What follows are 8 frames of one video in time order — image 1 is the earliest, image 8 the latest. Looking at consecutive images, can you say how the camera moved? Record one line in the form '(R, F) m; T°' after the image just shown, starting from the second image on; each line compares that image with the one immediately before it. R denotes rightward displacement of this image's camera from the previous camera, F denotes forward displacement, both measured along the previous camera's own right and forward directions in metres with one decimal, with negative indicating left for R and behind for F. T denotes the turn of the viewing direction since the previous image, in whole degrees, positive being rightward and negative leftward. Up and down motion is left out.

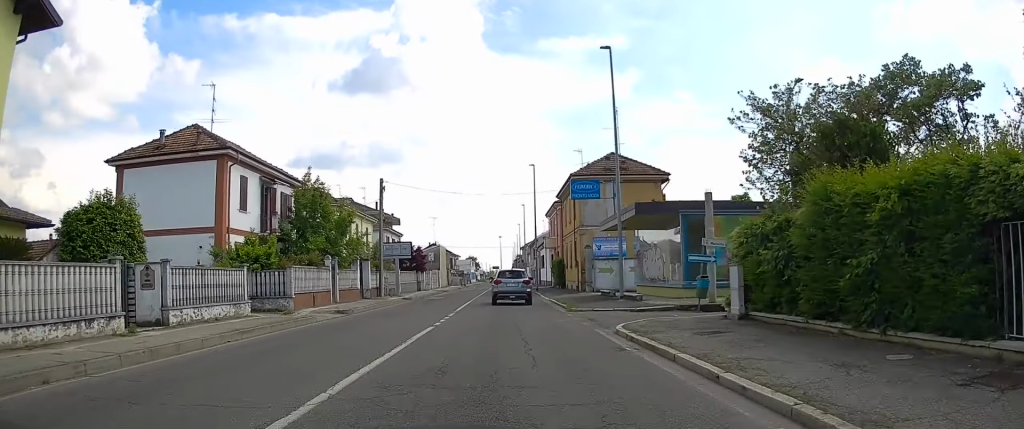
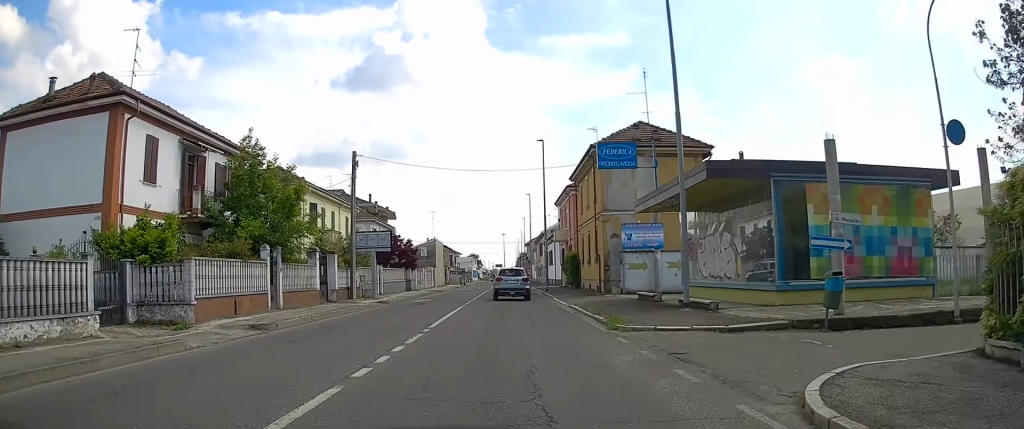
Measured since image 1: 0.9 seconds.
(-0.1, +9.0) m; -1°
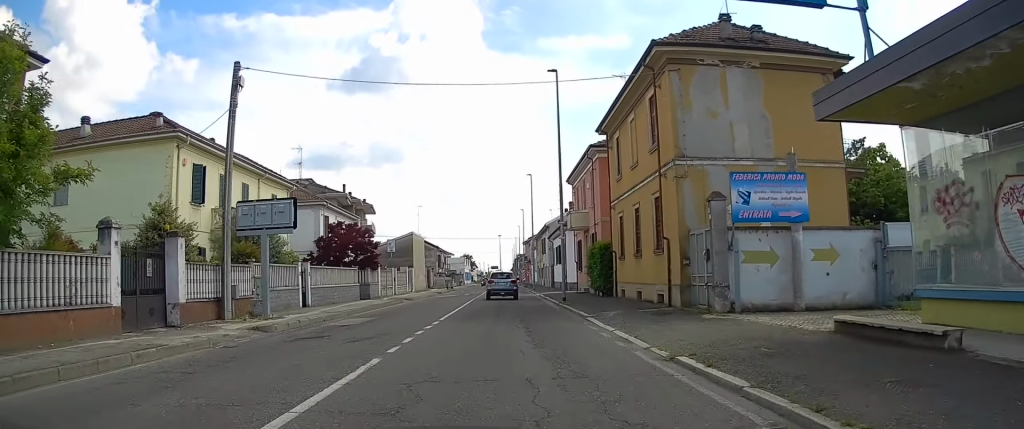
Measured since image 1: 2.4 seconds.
(+0.1, +16.0) m; +1°
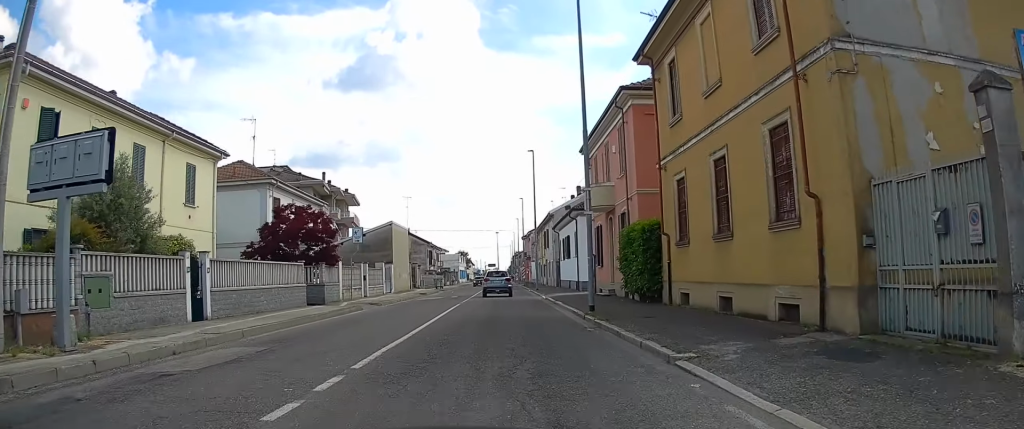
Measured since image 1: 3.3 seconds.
(+0.1, +10.0) m; 0°
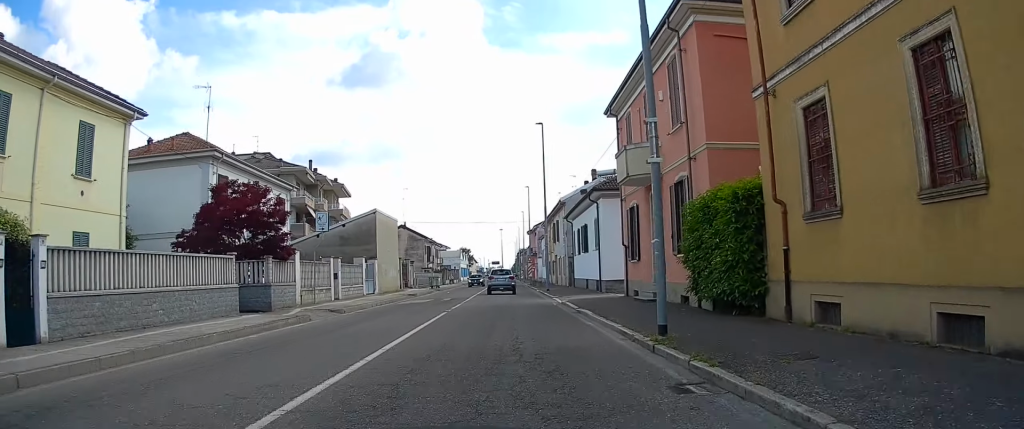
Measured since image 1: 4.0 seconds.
(-0.1, +8.0) m; -1°
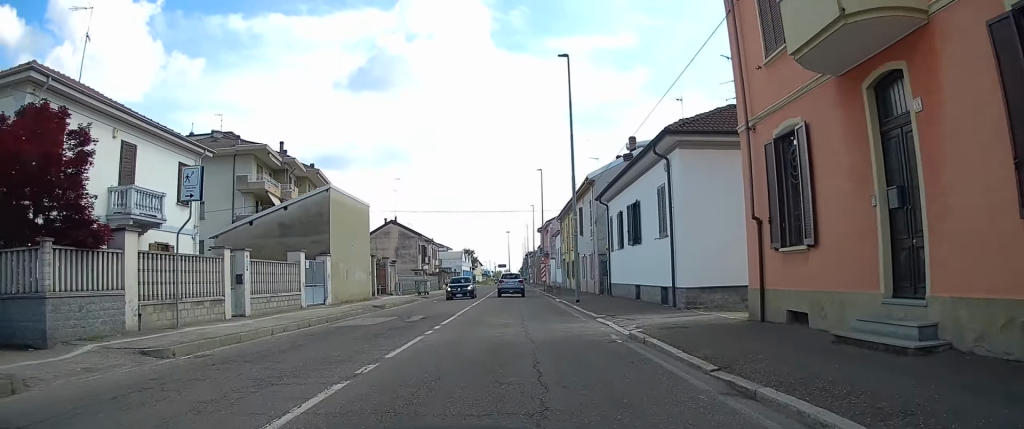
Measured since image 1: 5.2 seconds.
(-0.2, +13.4) m; -1°
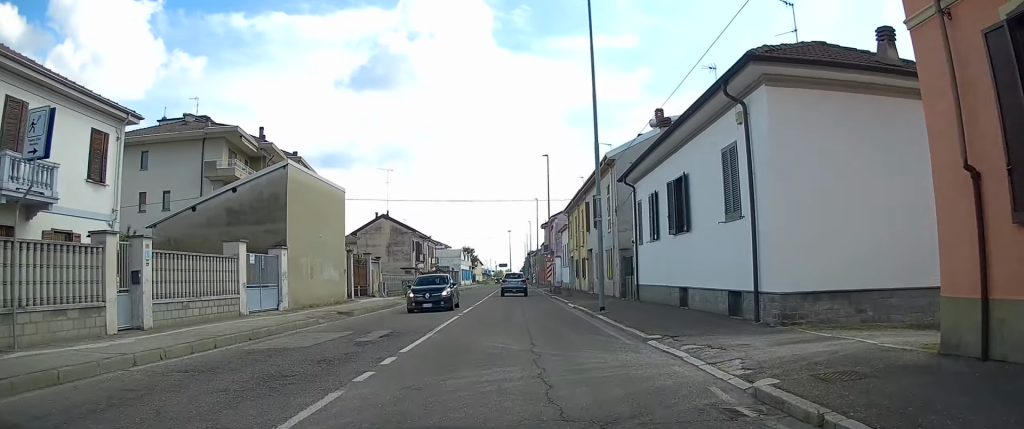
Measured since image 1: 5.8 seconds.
(0.0, +6.5) m; 0°
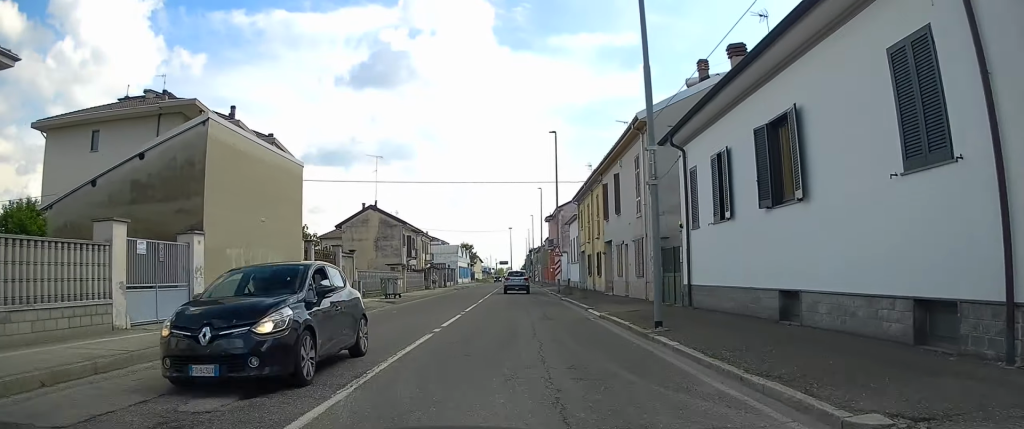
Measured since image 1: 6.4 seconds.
(0.0, +7.3) m; 0°
